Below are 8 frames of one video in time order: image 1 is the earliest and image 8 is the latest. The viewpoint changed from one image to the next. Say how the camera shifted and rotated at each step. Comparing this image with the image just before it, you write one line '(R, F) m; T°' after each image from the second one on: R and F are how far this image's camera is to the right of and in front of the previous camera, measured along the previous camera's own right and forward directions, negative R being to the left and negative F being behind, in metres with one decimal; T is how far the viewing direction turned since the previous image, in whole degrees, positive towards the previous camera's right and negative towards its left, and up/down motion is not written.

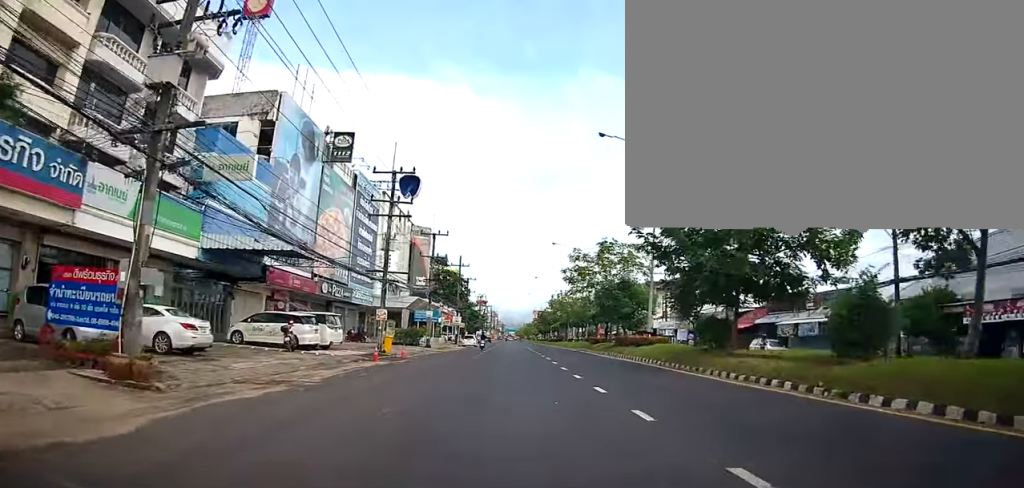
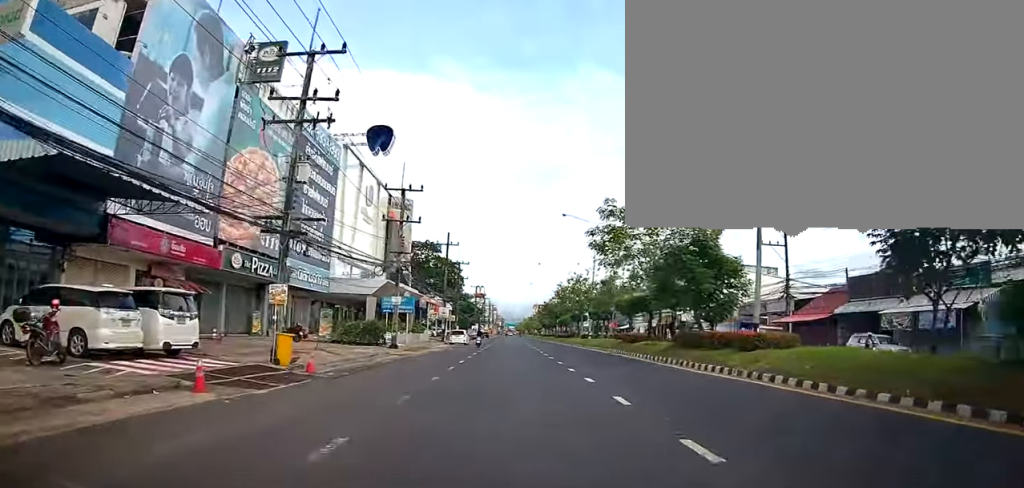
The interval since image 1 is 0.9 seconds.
(0.0, +14.7) m; -2°
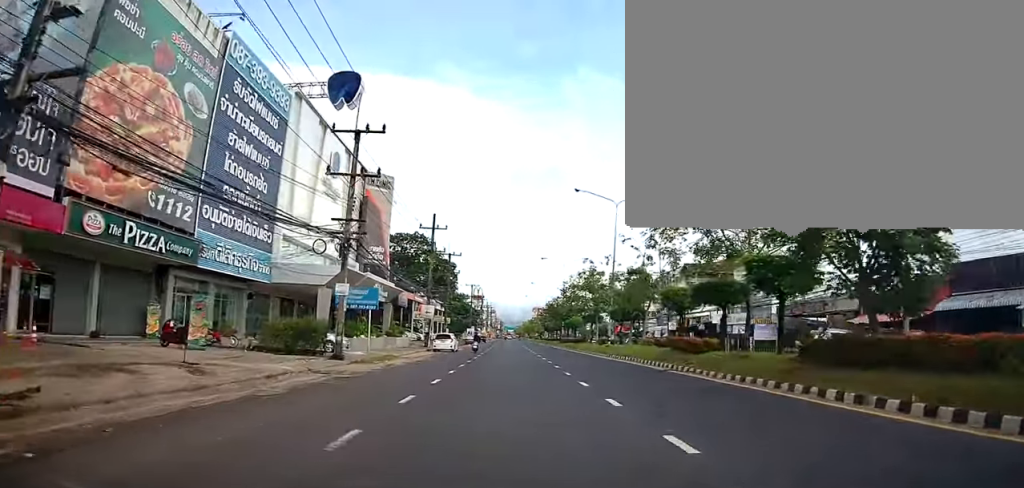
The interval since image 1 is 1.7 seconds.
(-0.4, +11.6) m; -2°
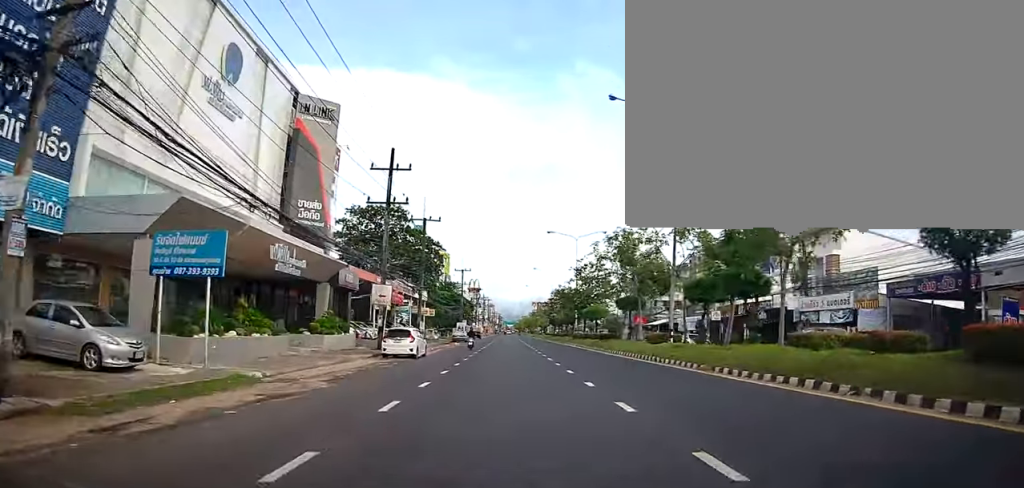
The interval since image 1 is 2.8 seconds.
(+0.1, +17.9) m; 0°
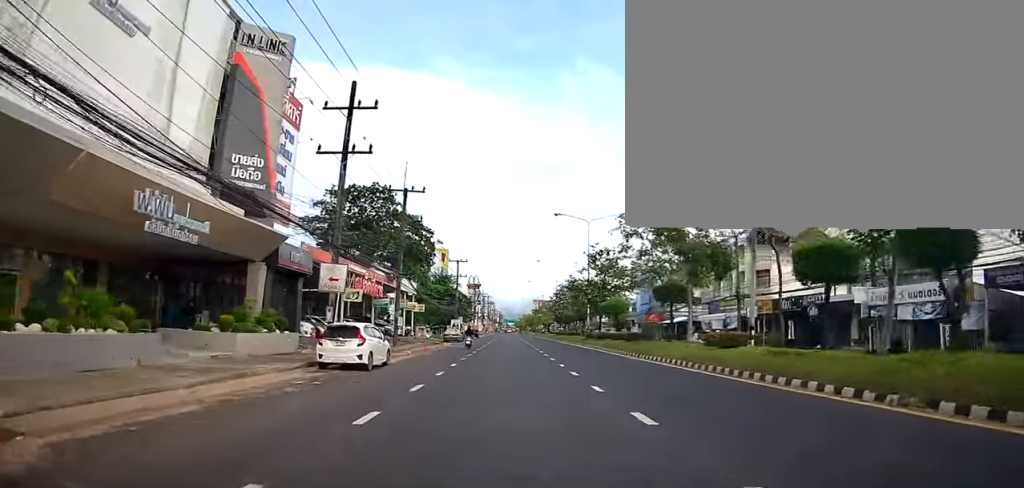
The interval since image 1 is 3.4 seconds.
(0.0, +9.4) m; 0°
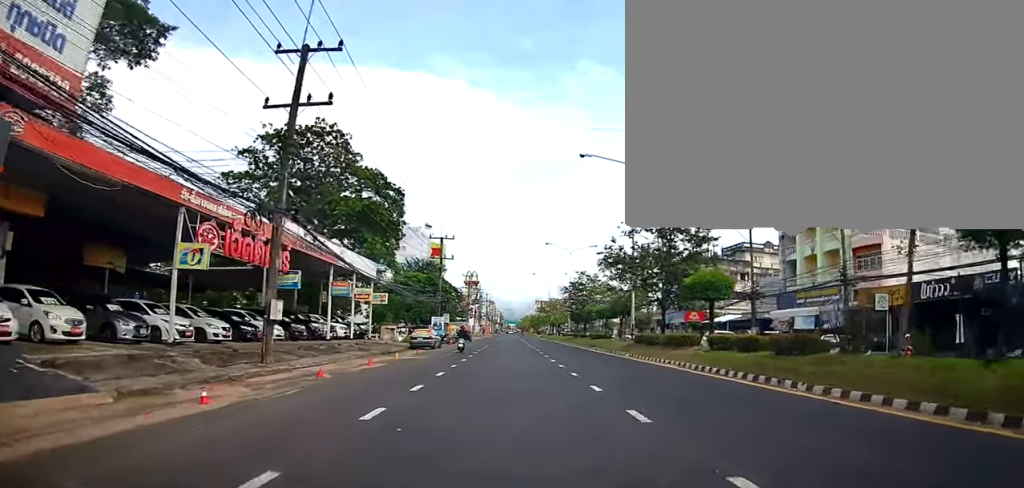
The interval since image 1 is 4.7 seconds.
(+0.3, +19.9) m; +3°
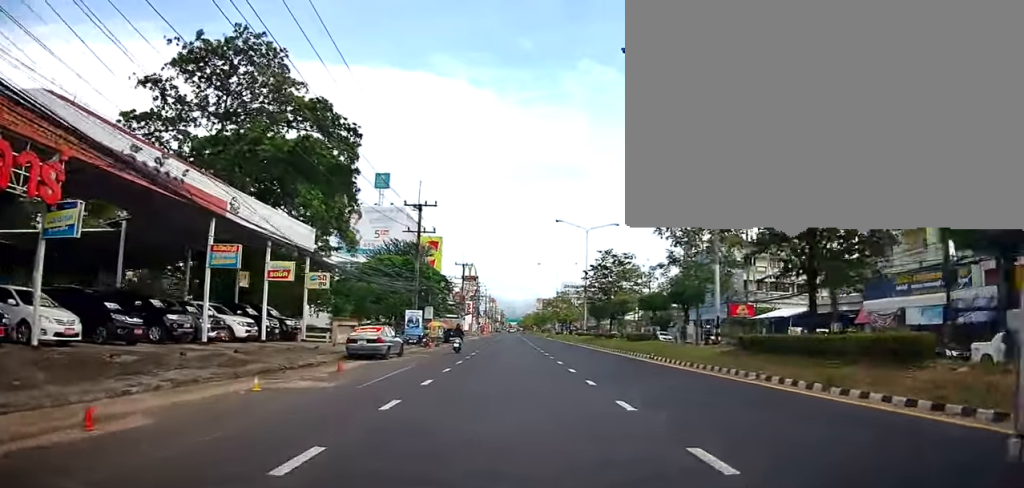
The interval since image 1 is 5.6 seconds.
(+0.5, +14.7) m; 0°
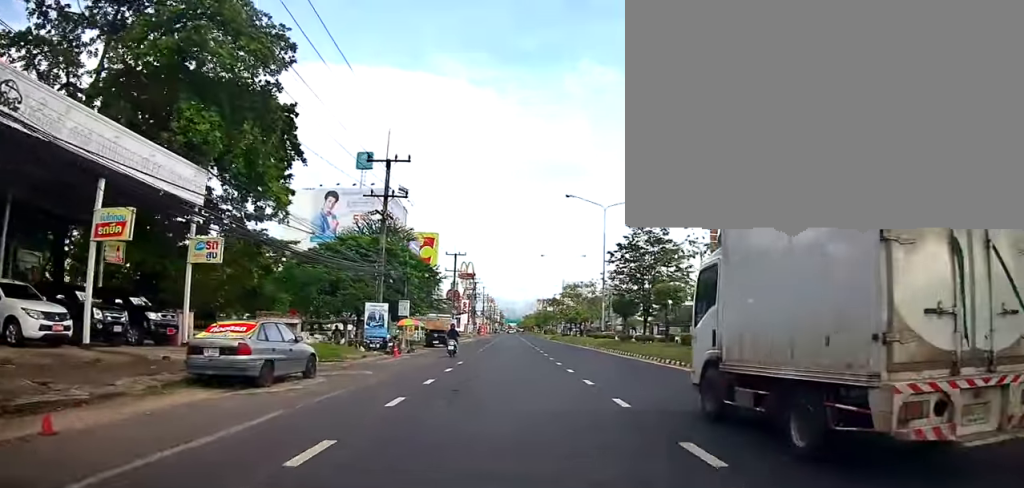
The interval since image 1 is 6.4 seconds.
(-0.5, +11.7) m; -2°
